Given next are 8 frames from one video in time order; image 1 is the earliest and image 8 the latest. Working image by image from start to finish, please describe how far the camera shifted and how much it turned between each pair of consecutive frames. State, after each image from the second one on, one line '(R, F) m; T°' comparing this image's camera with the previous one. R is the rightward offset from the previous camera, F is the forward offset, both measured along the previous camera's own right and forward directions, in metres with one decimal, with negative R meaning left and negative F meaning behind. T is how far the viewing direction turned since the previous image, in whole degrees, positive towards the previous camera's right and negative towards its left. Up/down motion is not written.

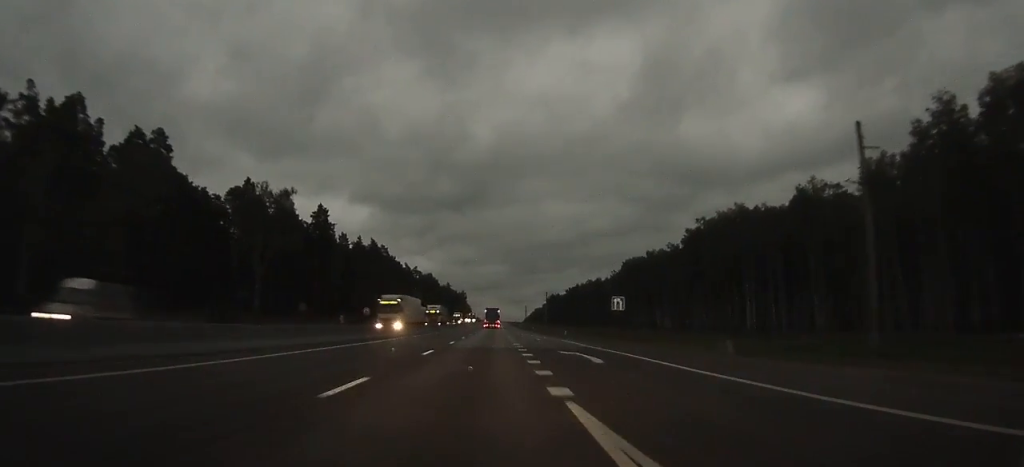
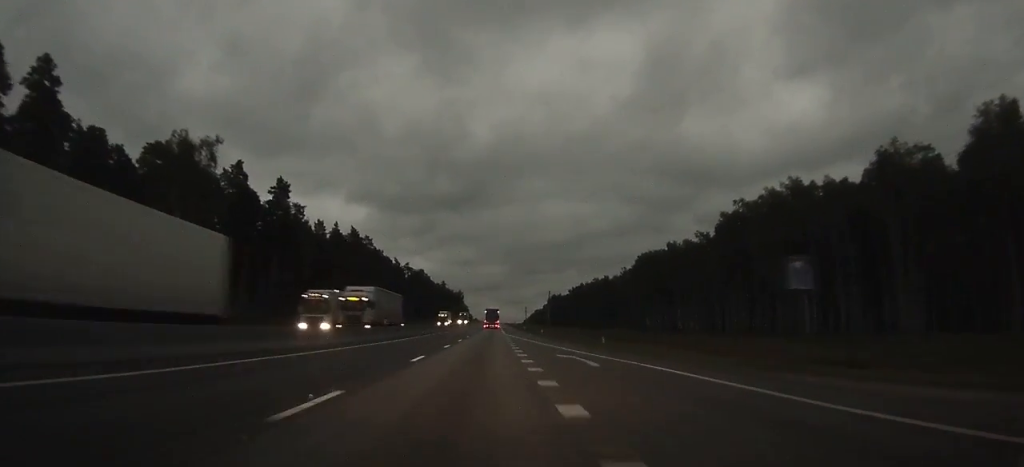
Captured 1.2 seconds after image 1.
(+0.1, +25.8) m; 0°
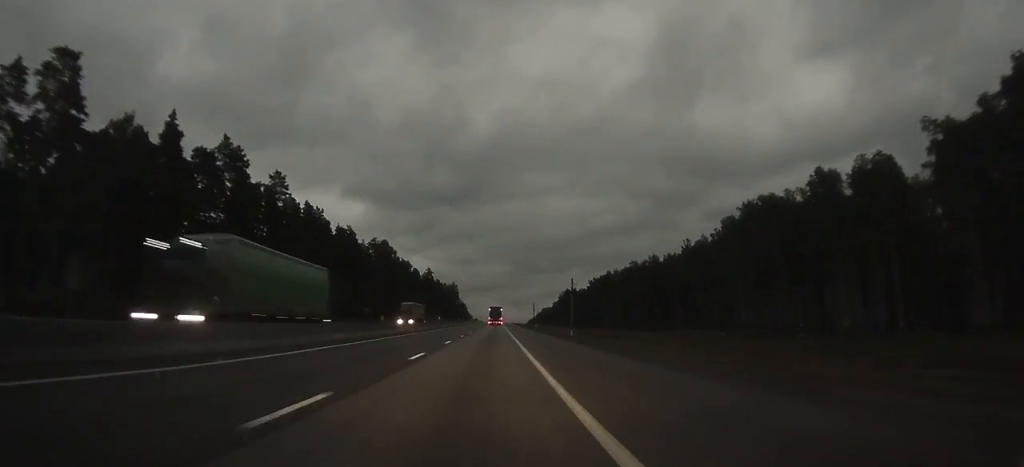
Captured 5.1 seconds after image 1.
(+0.3, +84.1) m; 0°
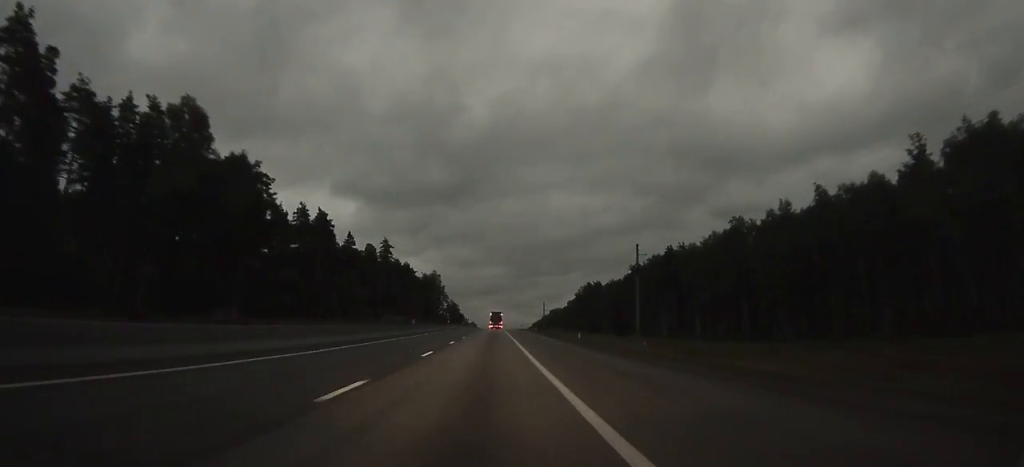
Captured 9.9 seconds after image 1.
(-0.5, +105.2) m; 0°
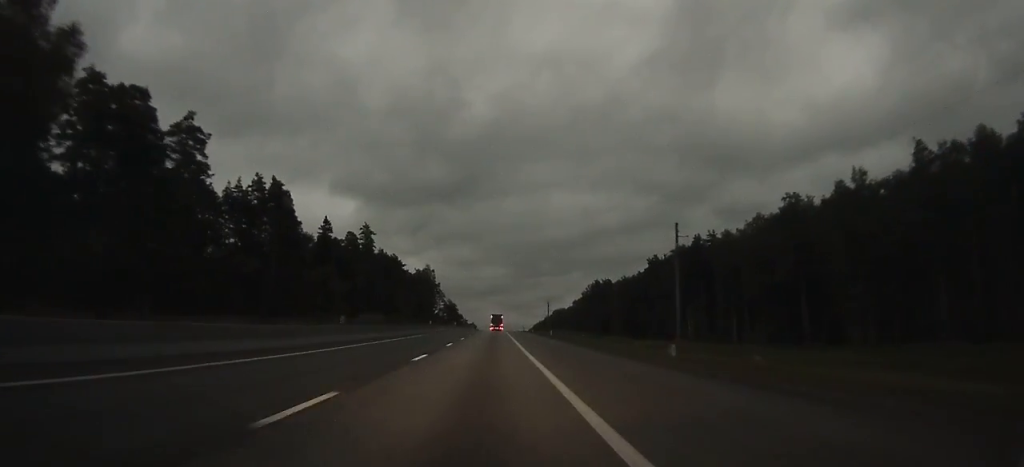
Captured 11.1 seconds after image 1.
(0.0, +26.3) m; 0°
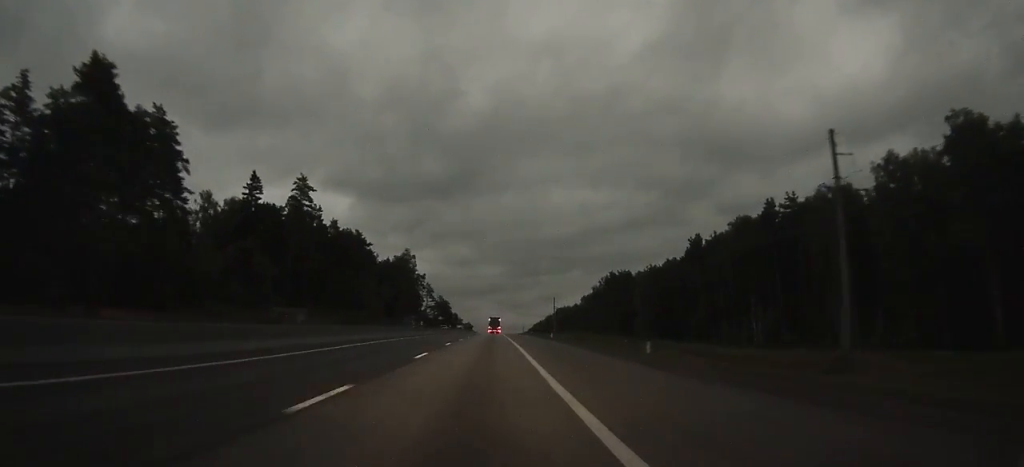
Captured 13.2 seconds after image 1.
(+0.1, +46.7) m; 0°
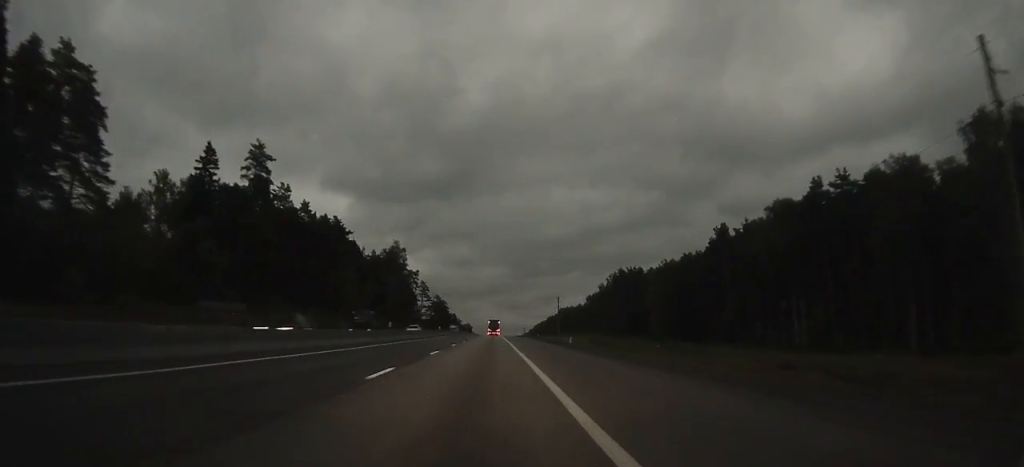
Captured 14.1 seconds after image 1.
(+0.1, +19.0) m; 0°
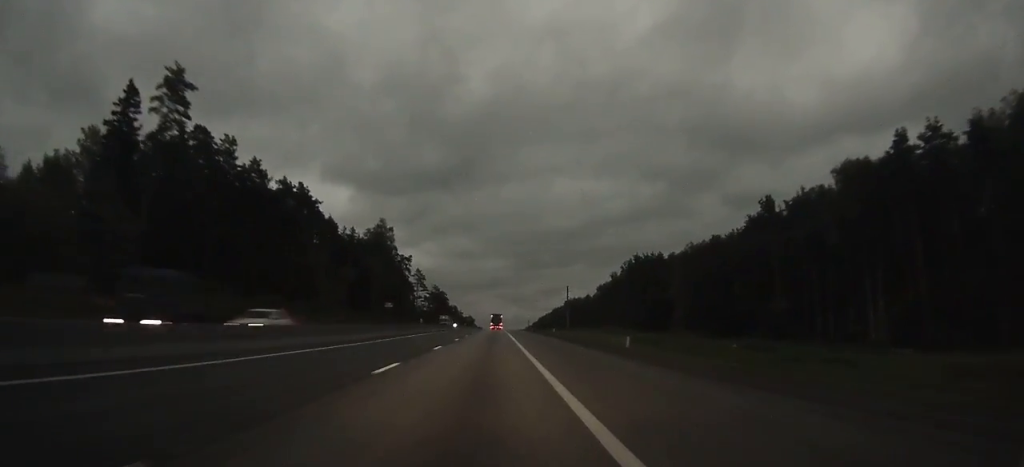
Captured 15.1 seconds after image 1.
(-0.1, +23.3) m; 0°
